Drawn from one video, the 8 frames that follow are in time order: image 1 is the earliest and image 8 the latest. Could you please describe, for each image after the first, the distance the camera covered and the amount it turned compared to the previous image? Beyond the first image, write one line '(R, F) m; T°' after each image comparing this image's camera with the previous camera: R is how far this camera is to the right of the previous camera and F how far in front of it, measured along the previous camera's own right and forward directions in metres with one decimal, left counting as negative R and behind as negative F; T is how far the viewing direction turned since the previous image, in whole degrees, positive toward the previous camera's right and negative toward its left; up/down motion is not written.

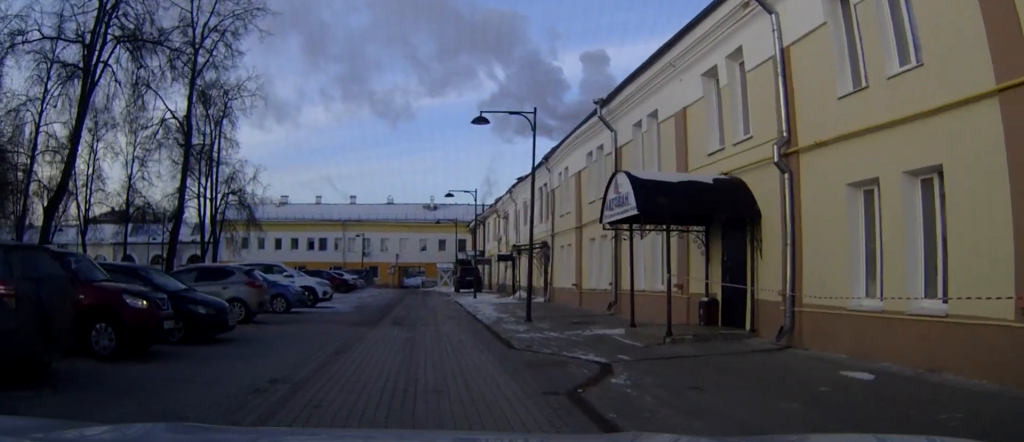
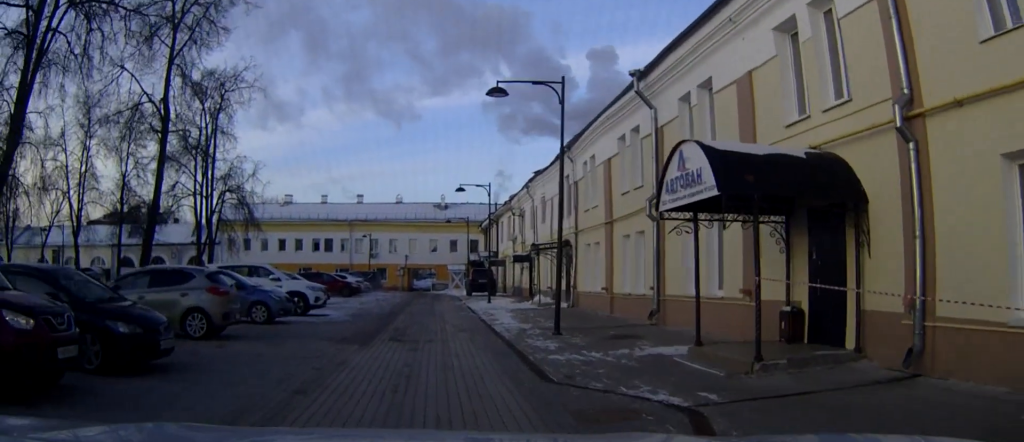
(0.0, +3.4) m; 0°
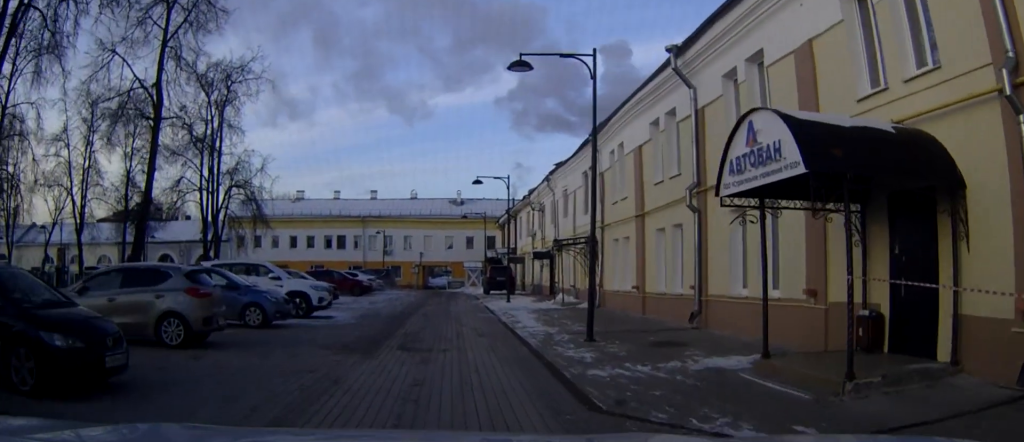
(0.0, +2.0) m; -1°
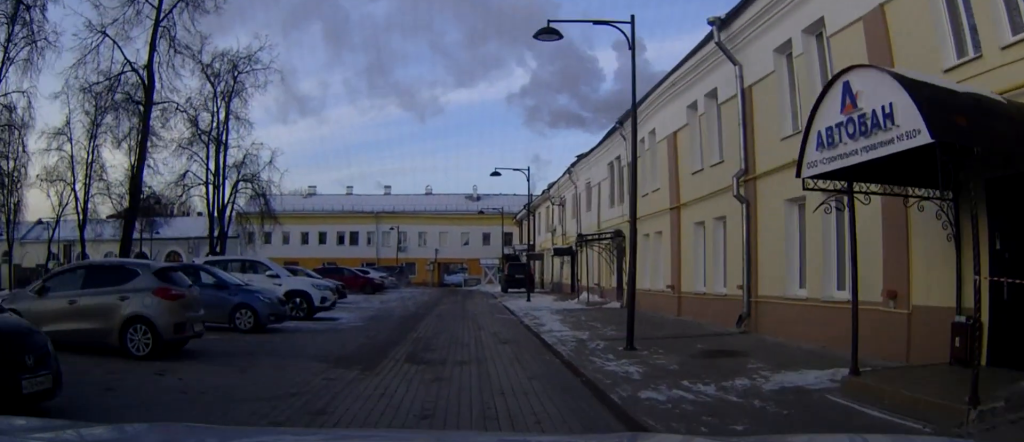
(0.0, +2.0) m; -1°
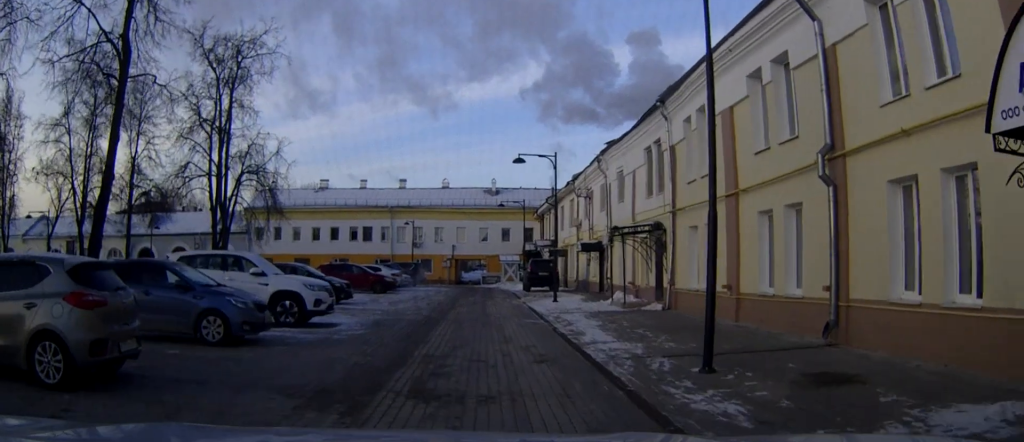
(-0.1, +3.4) m; -2°
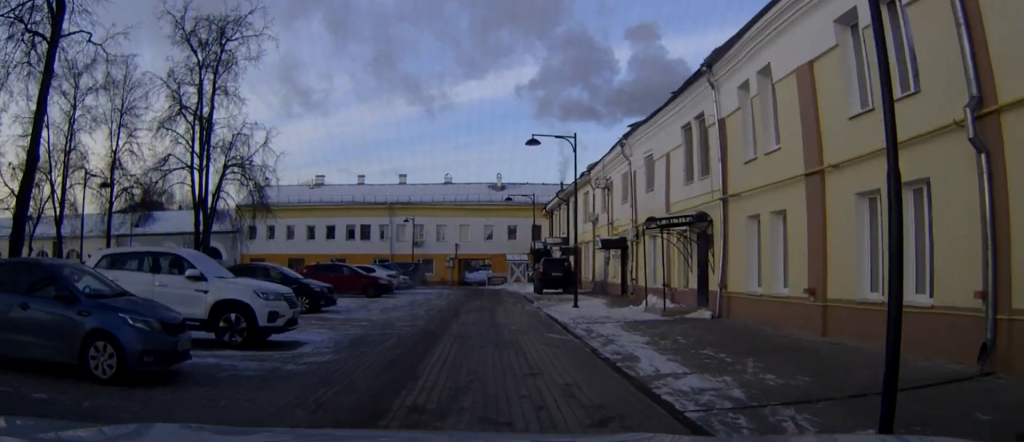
(-0.1, +4.7) m; -2°
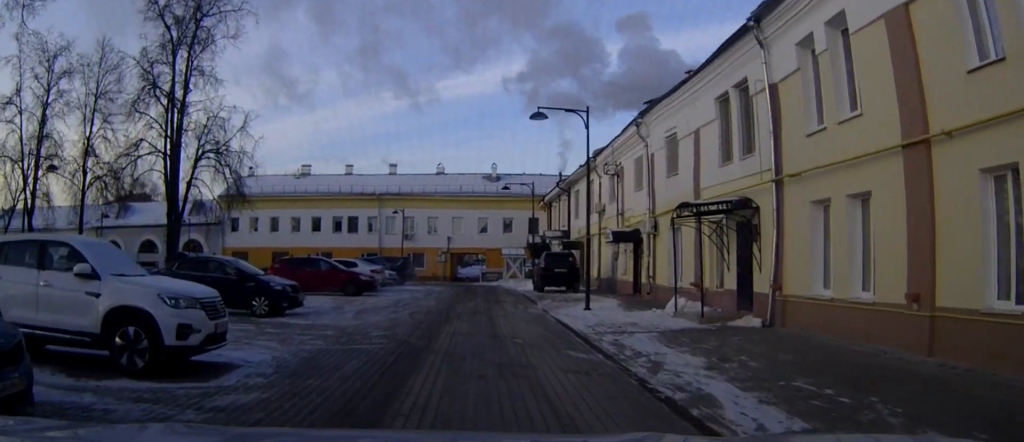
(0.0, +4.1) m; 0°
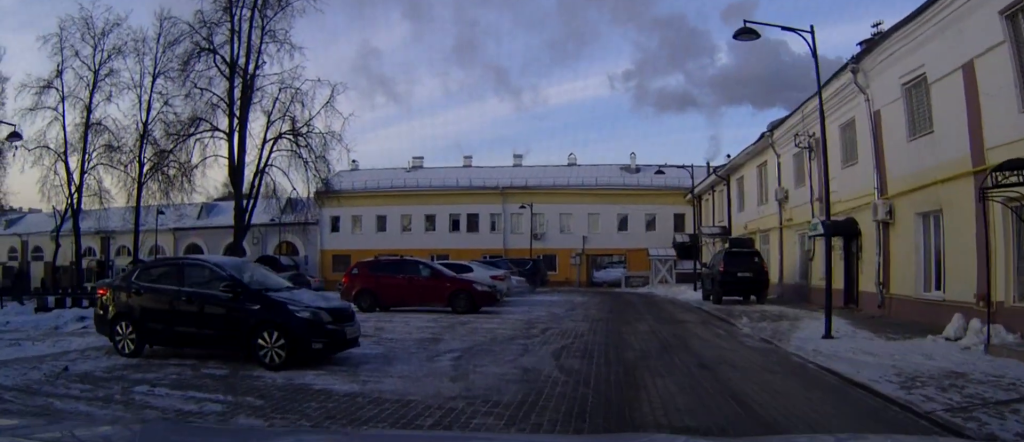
(-0.2, +8.9) m; -4°
